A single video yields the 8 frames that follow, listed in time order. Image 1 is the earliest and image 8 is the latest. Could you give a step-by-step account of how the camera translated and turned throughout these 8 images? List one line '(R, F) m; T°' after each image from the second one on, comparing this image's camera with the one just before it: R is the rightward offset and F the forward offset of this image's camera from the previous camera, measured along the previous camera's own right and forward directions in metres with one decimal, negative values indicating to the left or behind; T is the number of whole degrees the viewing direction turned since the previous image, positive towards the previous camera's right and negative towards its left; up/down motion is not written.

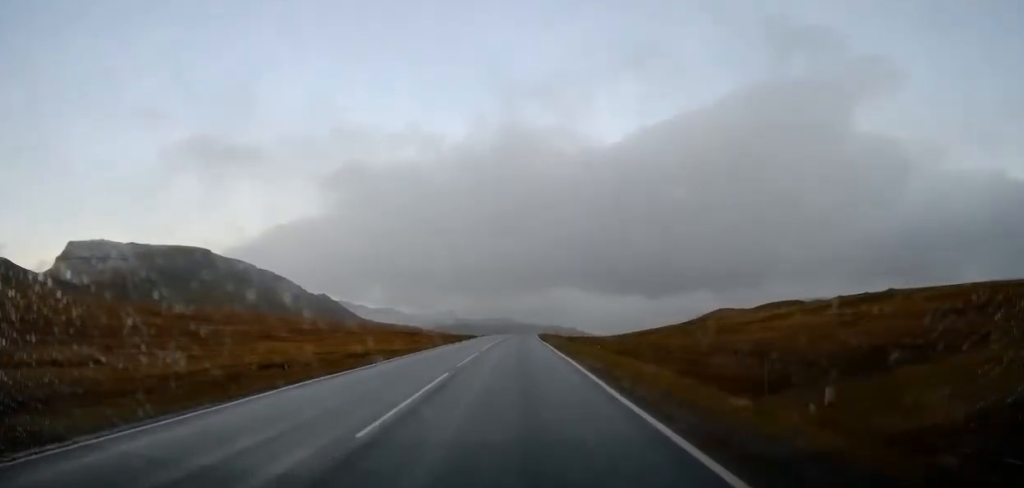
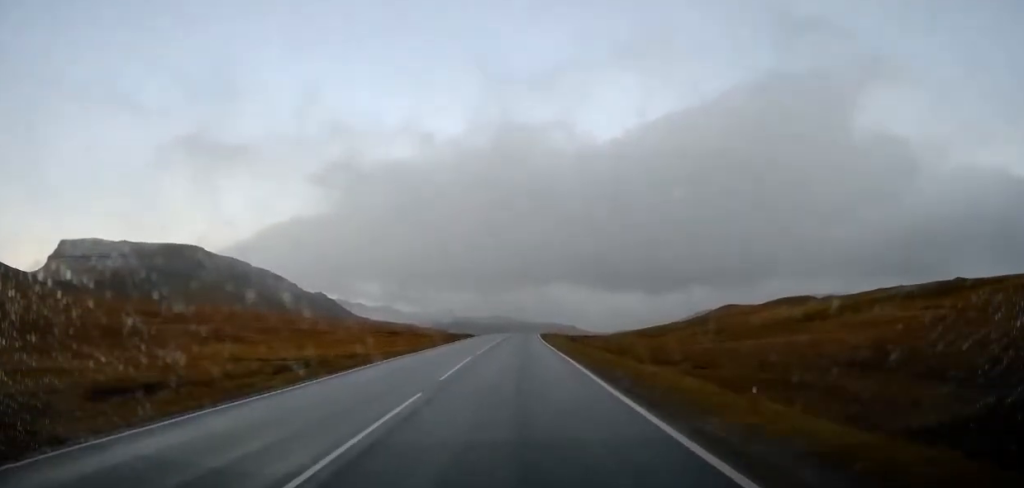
(+0.1, +15.9) m; 0°
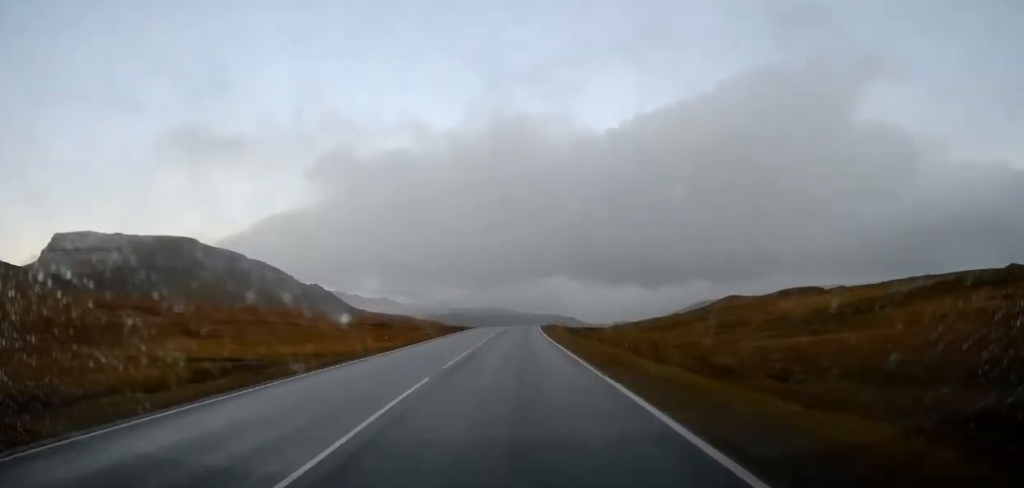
(0.0, +10.4) m; 0°
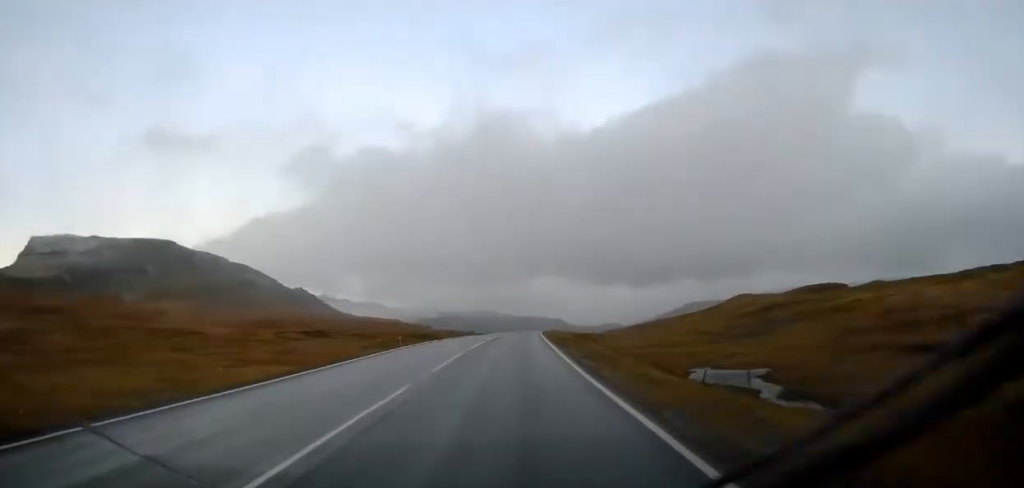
(+0.1, +37.0) m; +1°
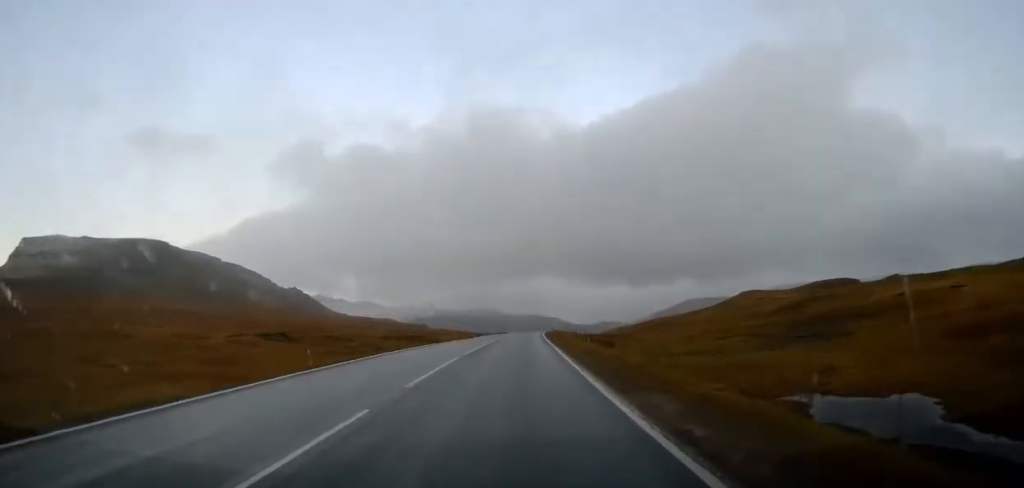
(+0.3, +15.9) m; +1°
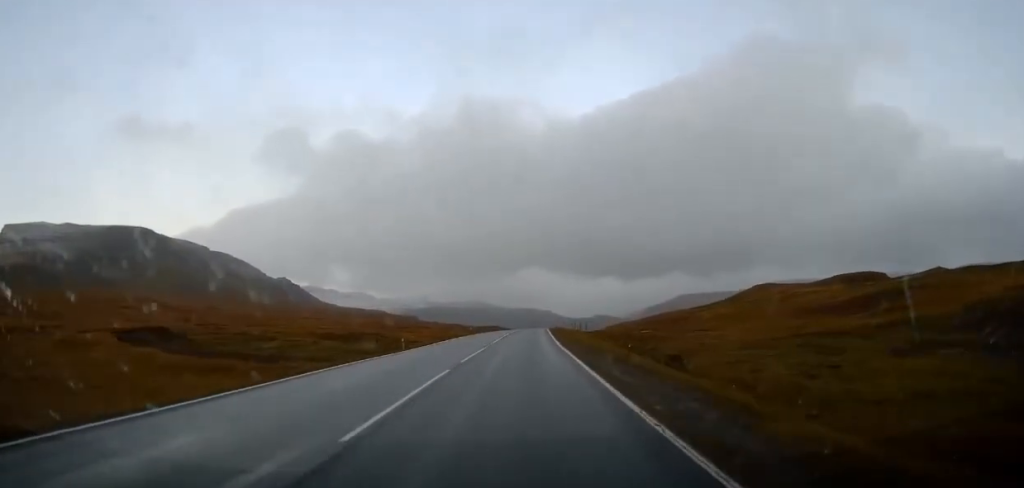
(+0.1, +29.9) m; 0°
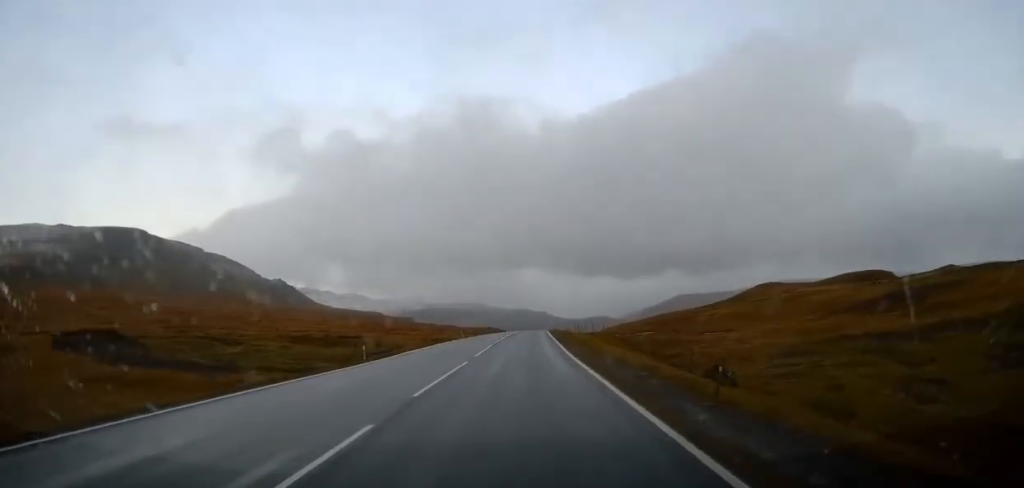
(-0.1, +8.2) m; 0°
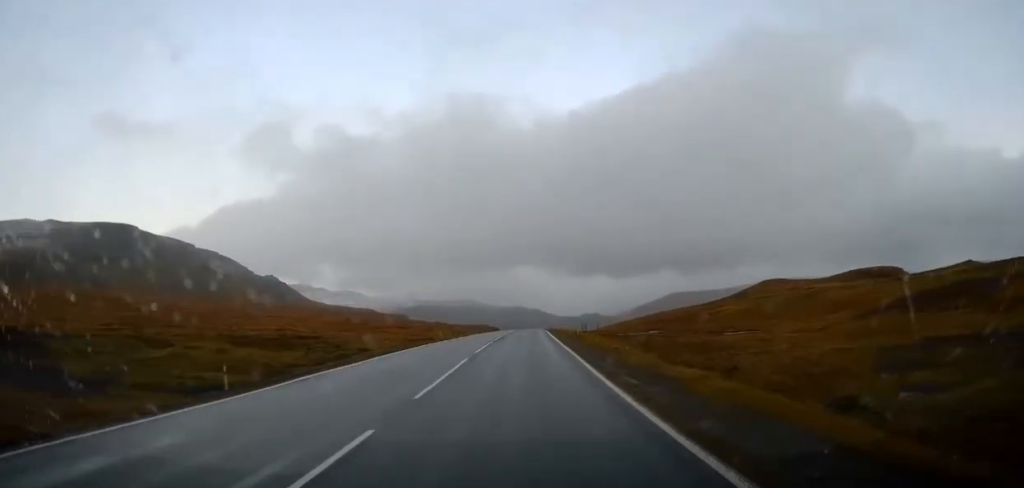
(-0.3, +12.7) m; 0°
